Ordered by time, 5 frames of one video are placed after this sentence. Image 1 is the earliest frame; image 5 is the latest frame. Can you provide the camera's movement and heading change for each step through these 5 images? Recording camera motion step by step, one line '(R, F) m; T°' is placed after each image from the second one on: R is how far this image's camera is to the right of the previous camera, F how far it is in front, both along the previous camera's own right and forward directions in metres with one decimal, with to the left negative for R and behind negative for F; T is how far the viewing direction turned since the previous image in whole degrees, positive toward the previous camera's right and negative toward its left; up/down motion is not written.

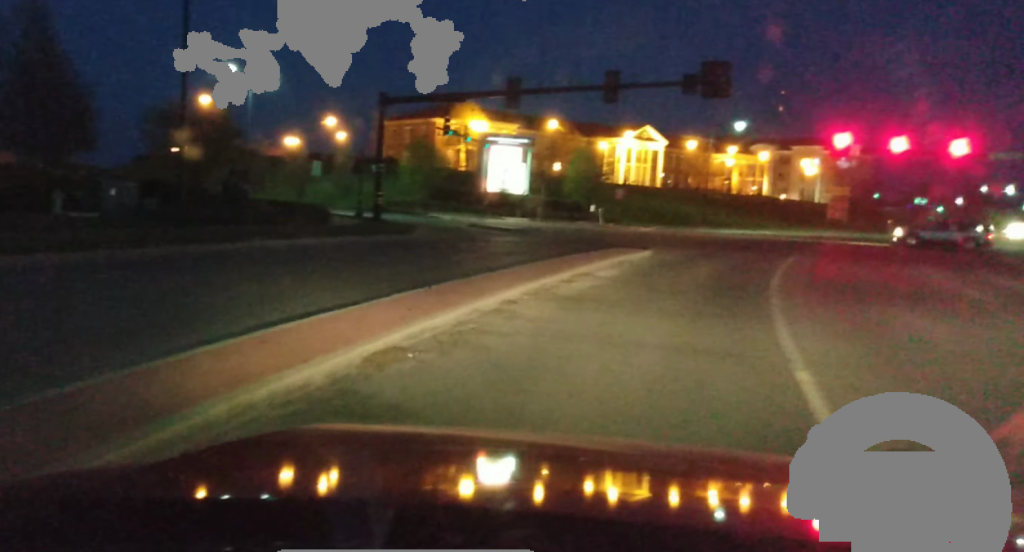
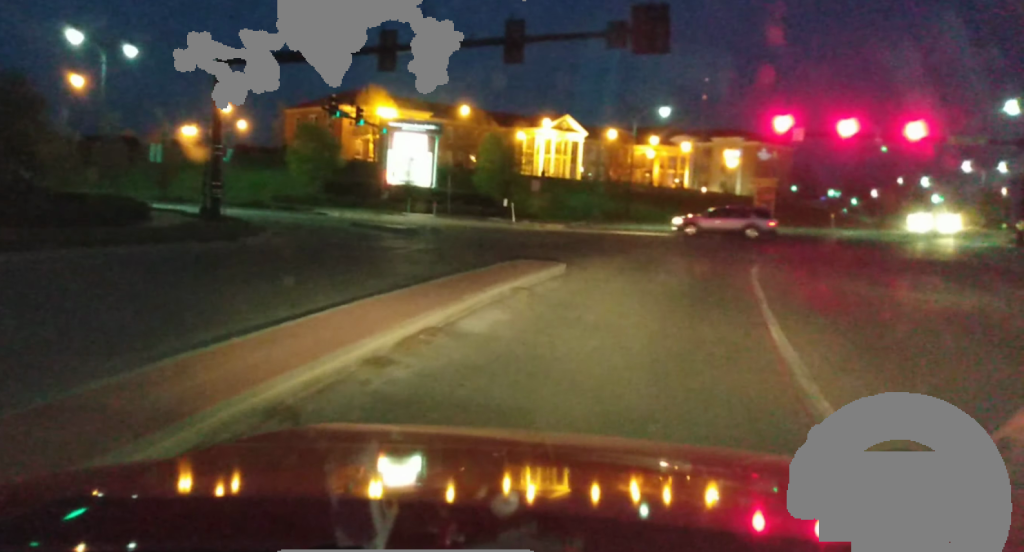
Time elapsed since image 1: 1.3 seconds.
(+0.4, +10.7) m; +4°
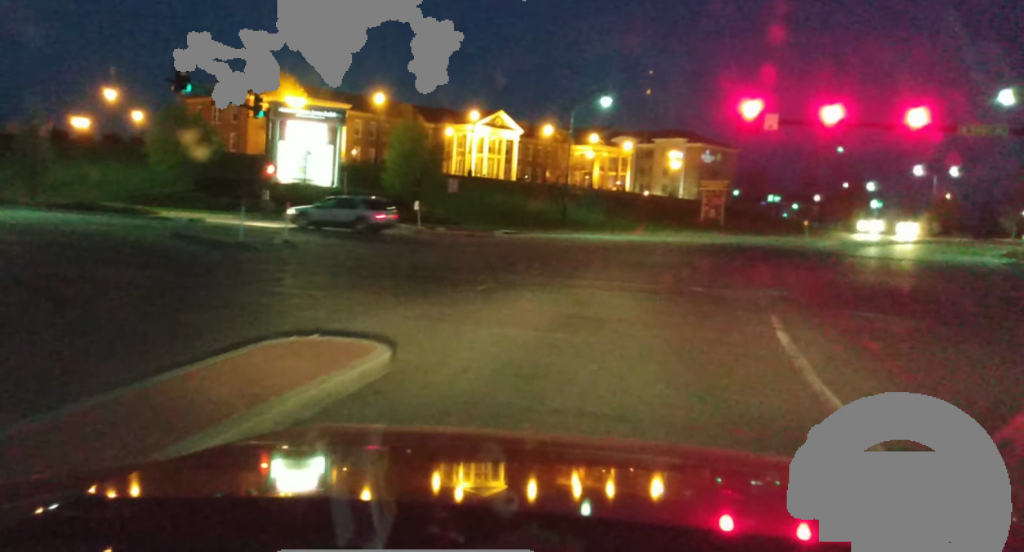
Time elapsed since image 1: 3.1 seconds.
(+0.2, +12.6) m; +2°
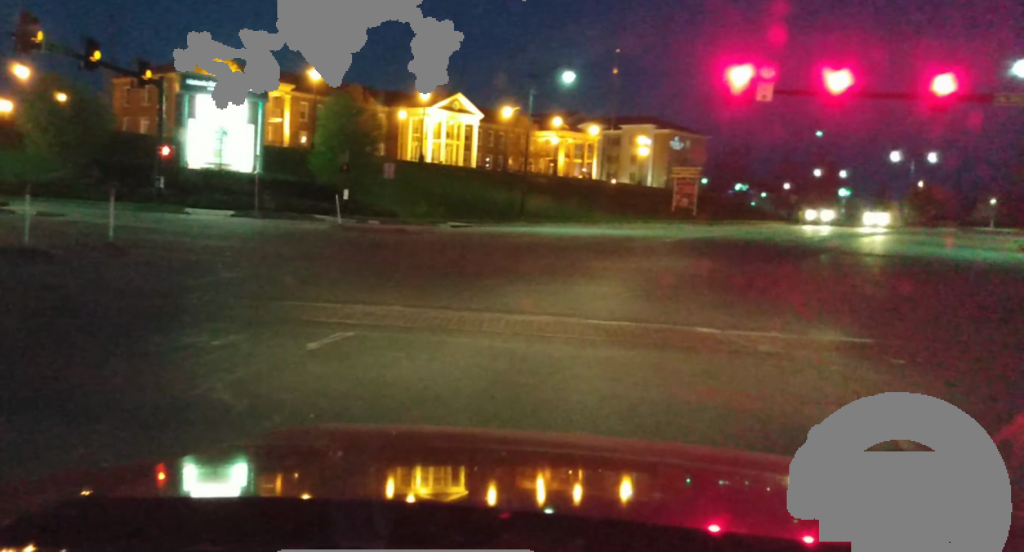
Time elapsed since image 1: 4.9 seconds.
(+0.1, +8.3) m; +7°
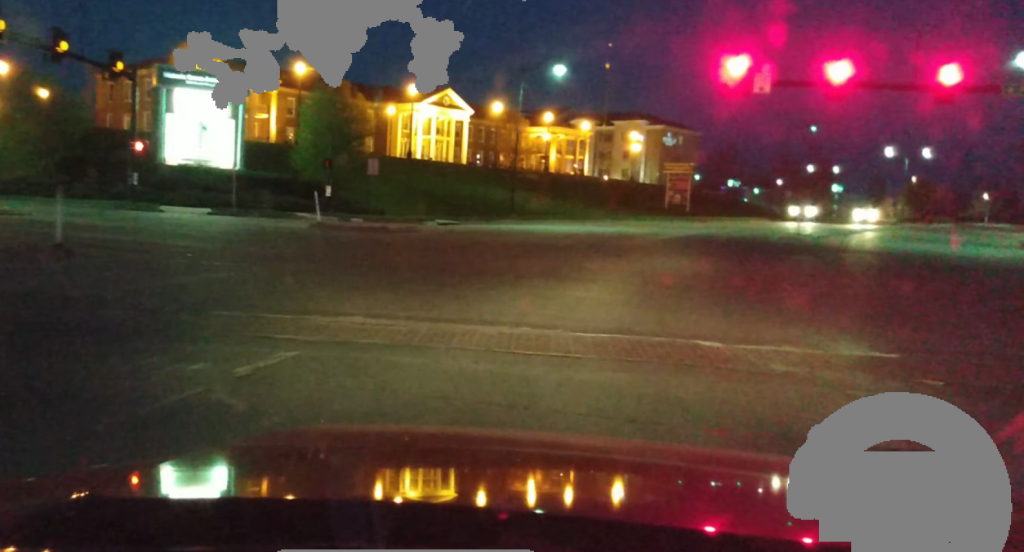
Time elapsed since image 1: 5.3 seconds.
(0.0, +1.4) m; +5°
